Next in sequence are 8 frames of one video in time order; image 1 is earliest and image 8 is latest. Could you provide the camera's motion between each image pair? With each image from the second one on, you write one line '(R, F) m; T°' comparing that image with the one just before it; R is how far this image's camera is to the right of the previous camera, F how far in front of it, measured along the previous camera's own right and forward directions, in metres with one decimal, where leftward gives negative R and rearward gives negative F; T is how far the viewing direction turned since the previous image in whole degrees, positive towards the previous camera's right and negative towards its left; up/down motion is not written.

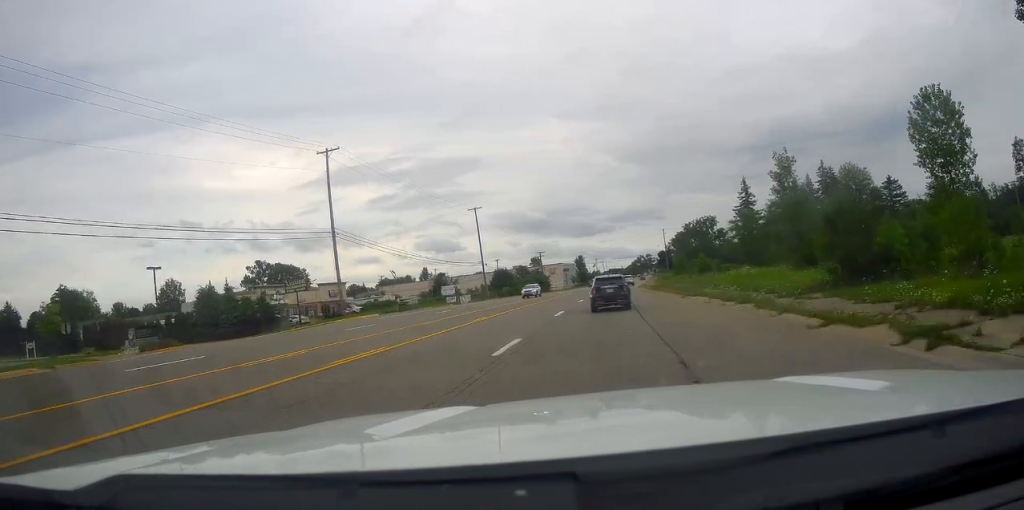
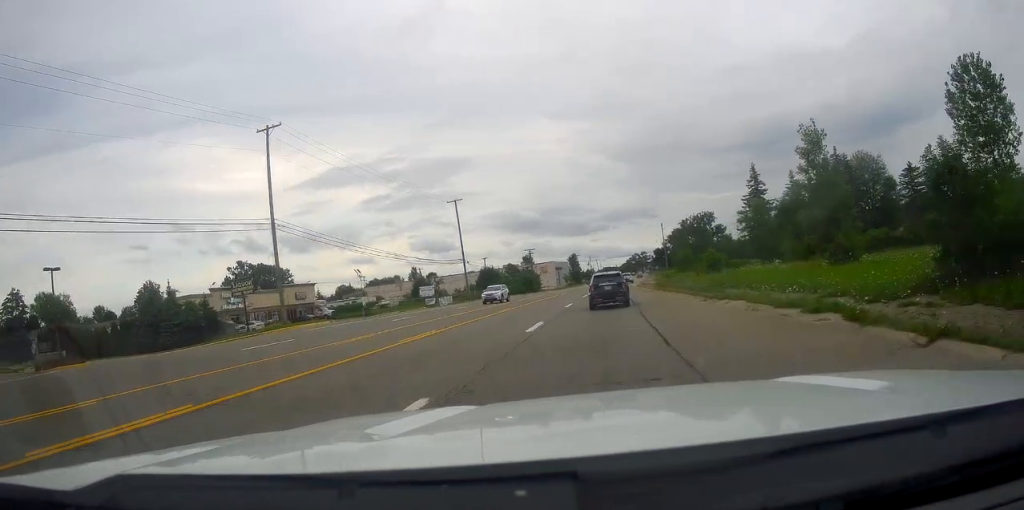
(+0.2, +9.4) m; +1°
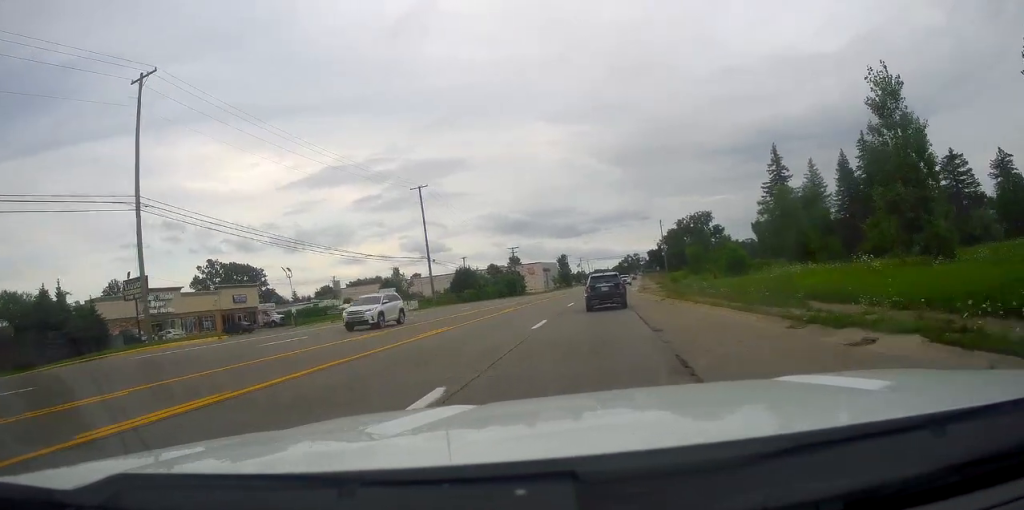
(+0.3, +14.0) m; +1°
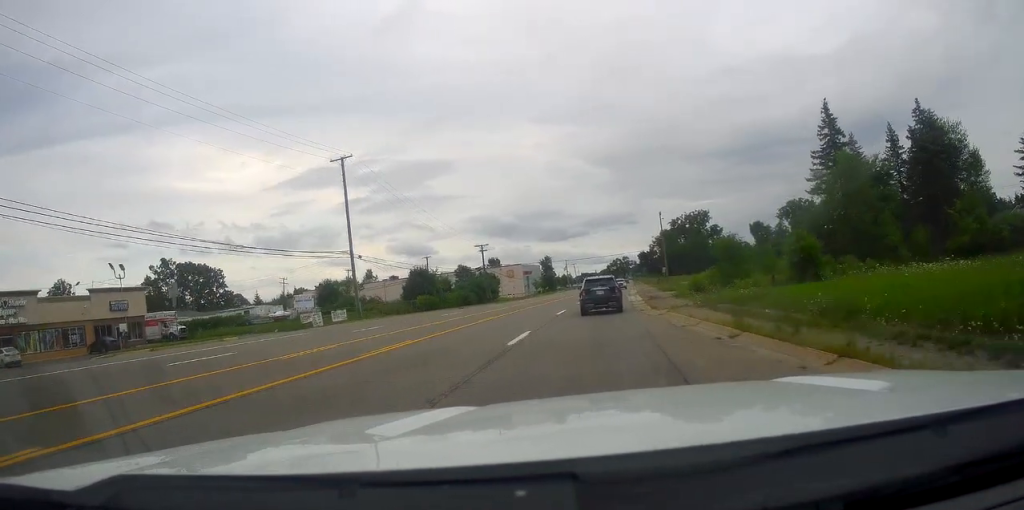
(0.0, +20.0) m; 0°
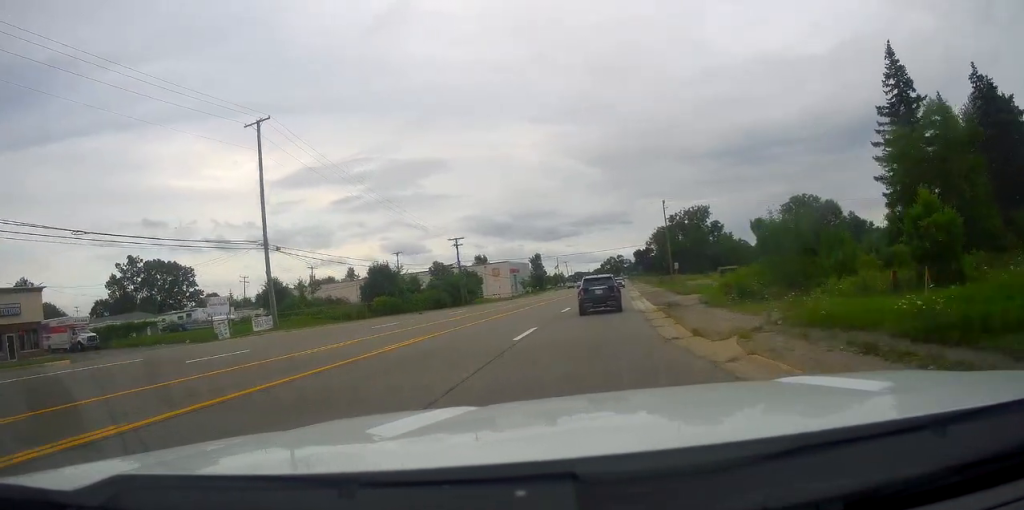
(0.0, +13.8) m; +1°
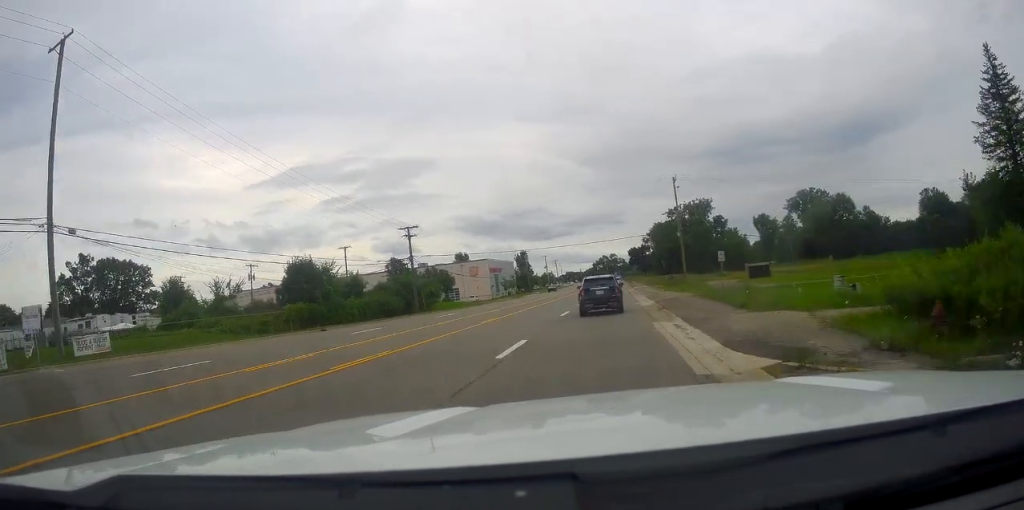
(+0.1, +19.2) m; +1°
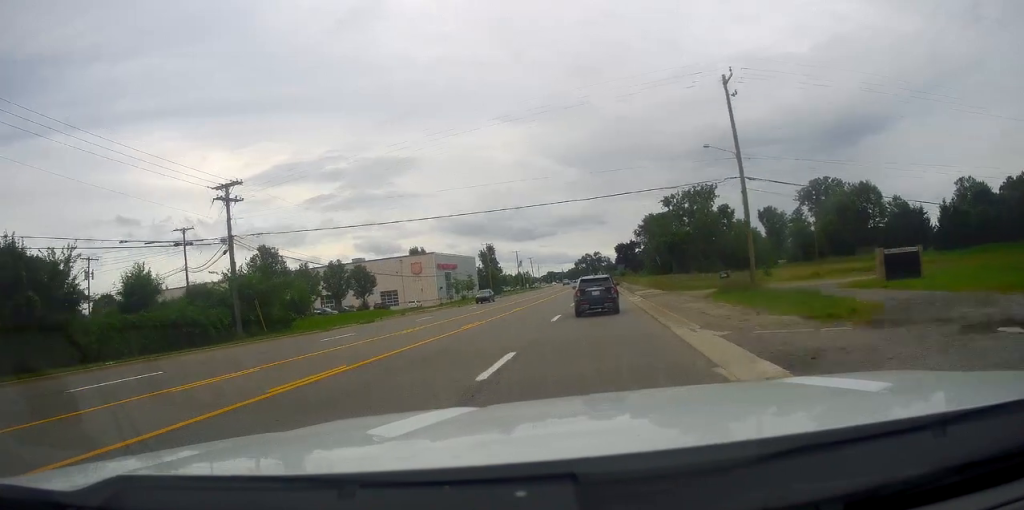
(+0.6, +33.5) m; +2°
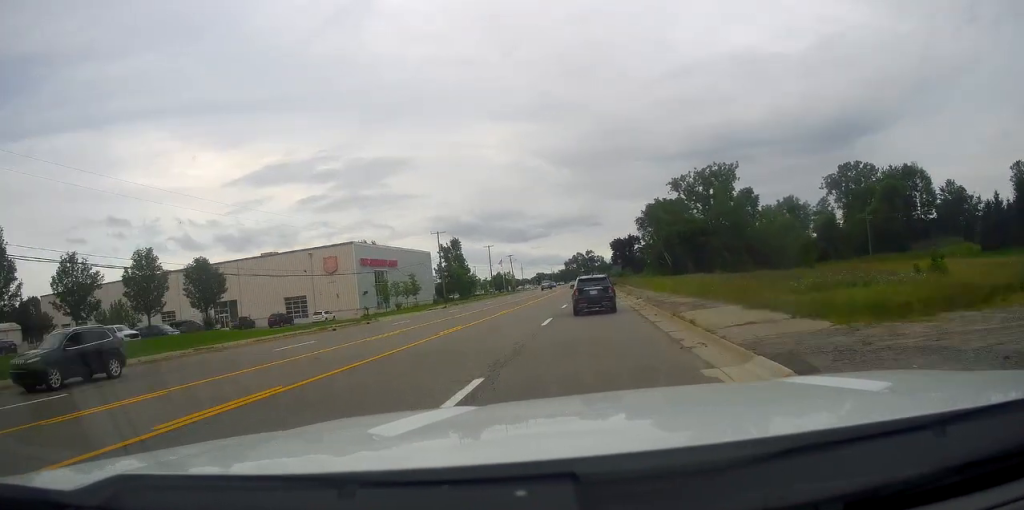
(+0.7, +33.8) m; +1°
